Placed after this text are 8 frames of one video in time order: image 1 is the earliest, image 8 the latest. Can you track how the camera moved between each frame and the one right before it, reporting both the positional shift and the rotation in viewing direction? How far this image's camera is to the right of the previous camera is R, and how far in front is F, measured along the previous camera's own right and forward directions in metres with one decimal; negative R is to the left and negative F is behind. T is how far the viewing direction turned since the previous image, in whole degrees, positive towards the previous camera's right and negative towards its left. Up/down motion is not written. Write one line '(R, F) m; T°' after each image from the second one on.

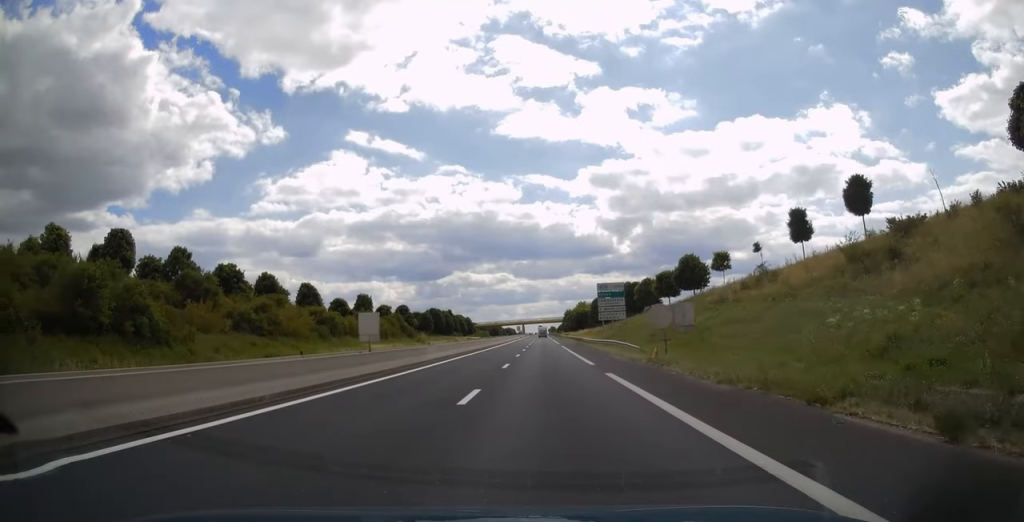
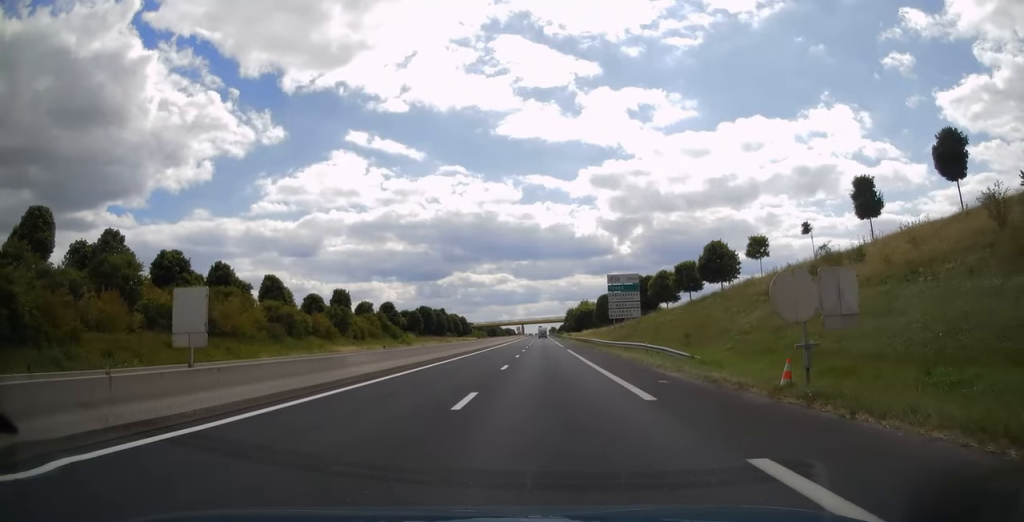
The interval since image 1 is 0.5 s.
(0.0, +13.6) m; 0°
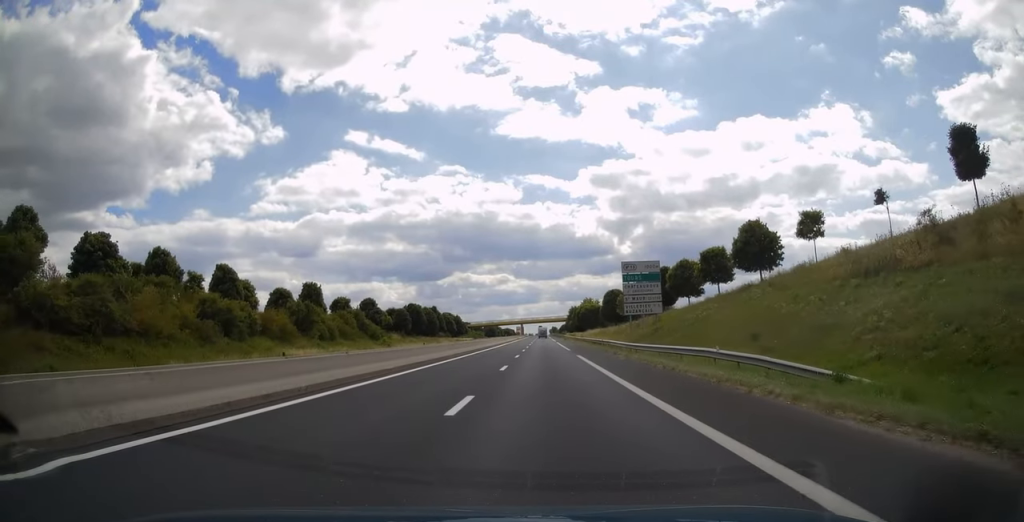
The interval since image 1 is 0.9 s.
(+0.1, +13.6) m; 0°
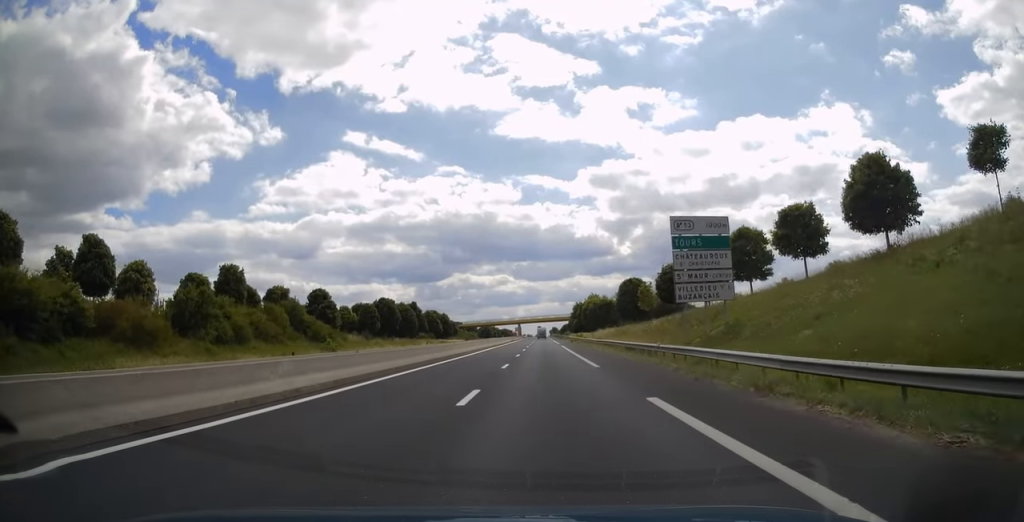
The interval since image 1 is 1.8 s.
(+0.1, +24.3) m; 0°
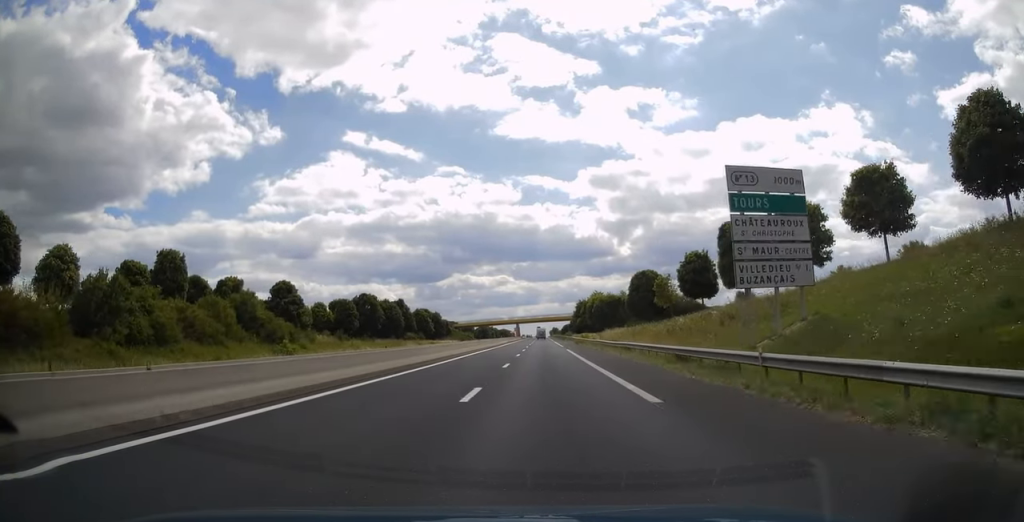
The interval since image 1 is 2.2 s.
(0.0, +12.1) m; 0°
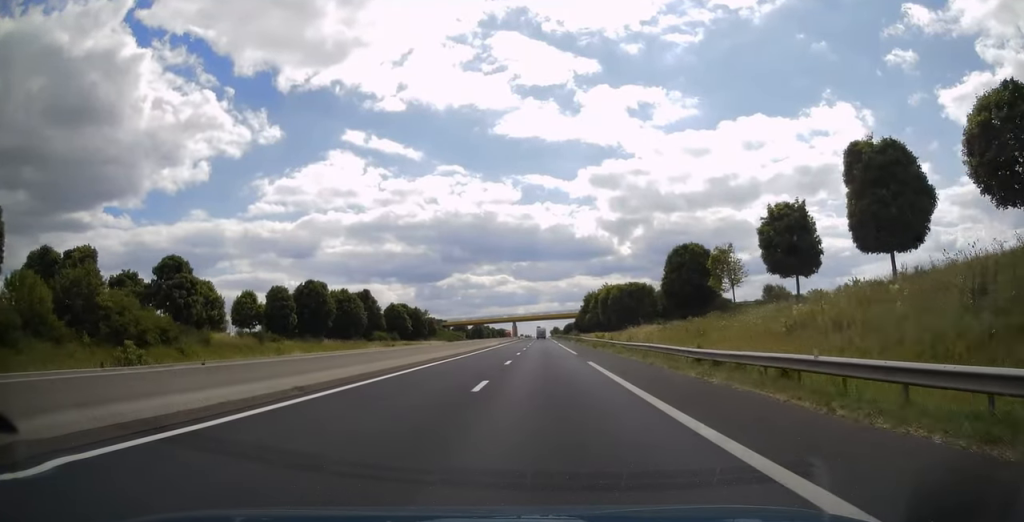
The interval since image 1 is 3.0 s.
(0.0, +23.8) m; 0°
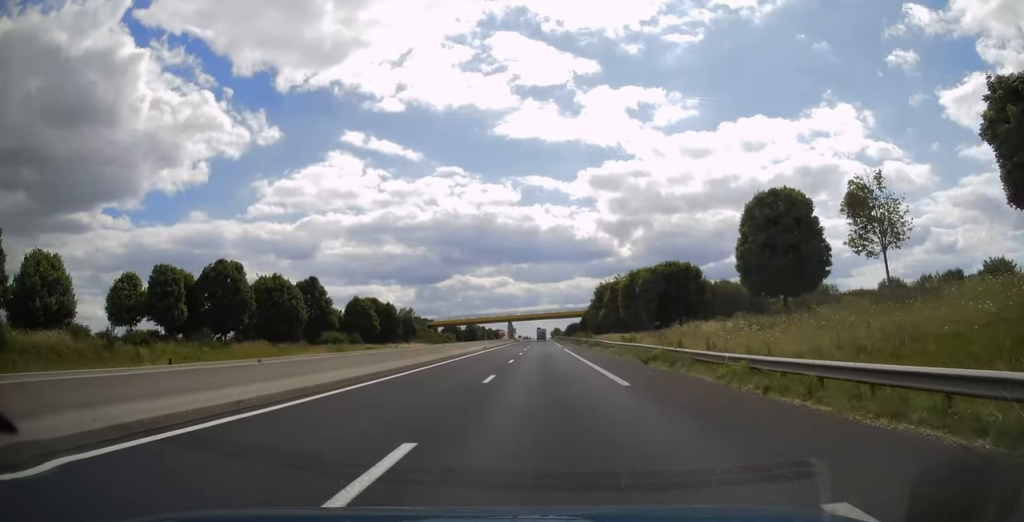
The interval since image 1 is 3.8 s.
(0.0, +22.8) m; 0°
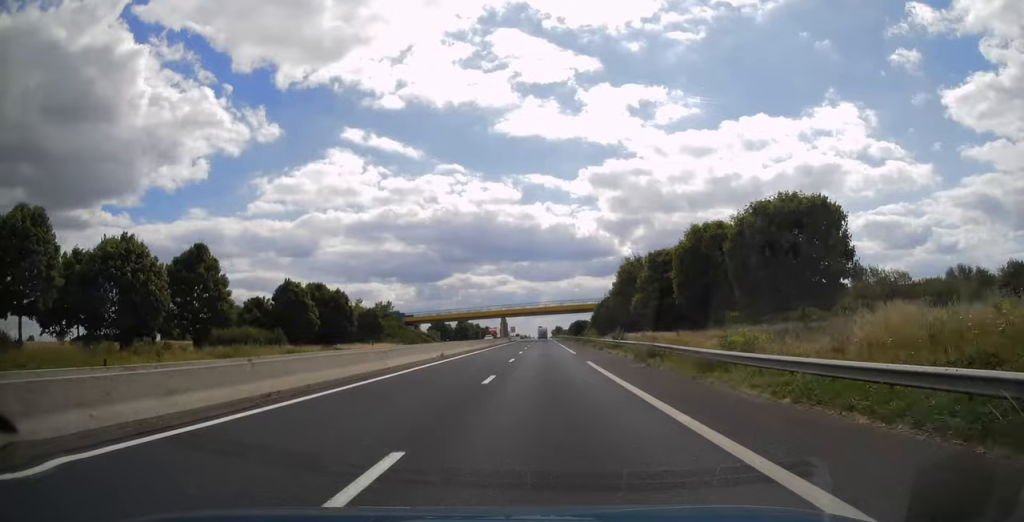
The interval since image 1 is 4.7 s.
(0.0, +26.2) m; 0°
